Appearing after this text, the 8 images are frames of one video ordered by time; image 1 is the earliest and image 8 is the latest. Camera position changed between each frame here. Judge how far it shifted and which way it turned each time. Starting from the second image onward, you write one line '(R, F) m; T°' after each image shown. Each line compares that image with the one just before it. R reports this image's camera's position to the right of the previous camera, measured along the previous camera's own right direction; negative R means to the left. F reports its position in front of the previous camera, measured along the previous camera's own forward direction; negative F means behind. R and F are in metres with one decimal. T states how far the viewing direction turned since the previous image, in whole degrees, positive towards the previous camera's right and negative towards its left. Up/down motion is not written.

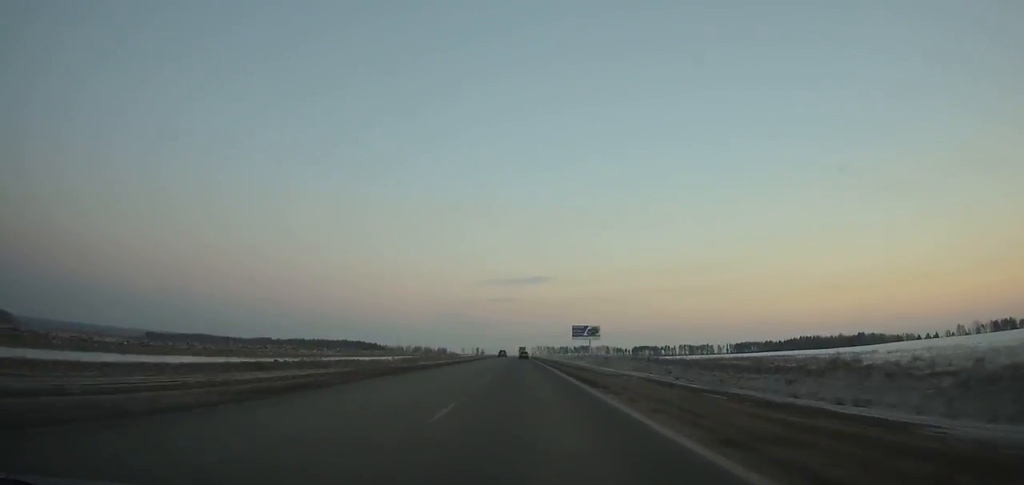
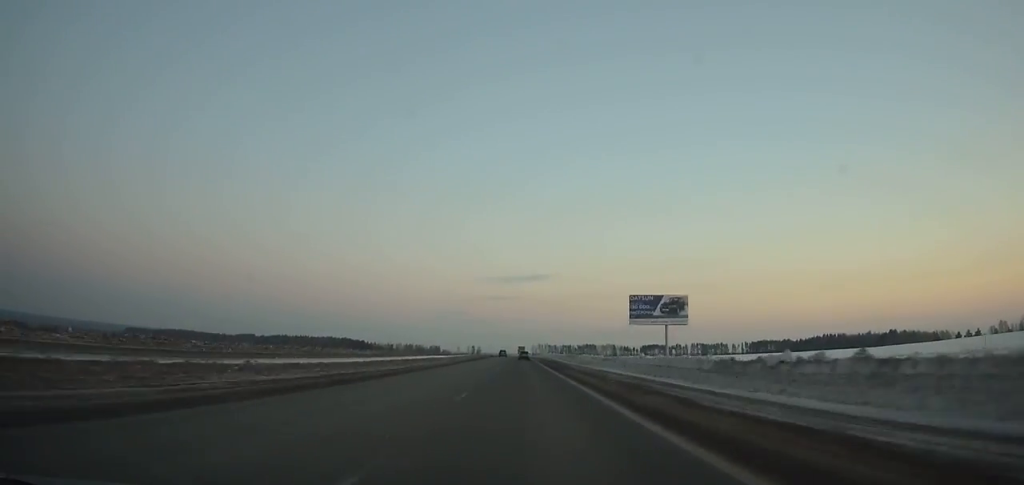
(0.0, +66.8) m; 0°
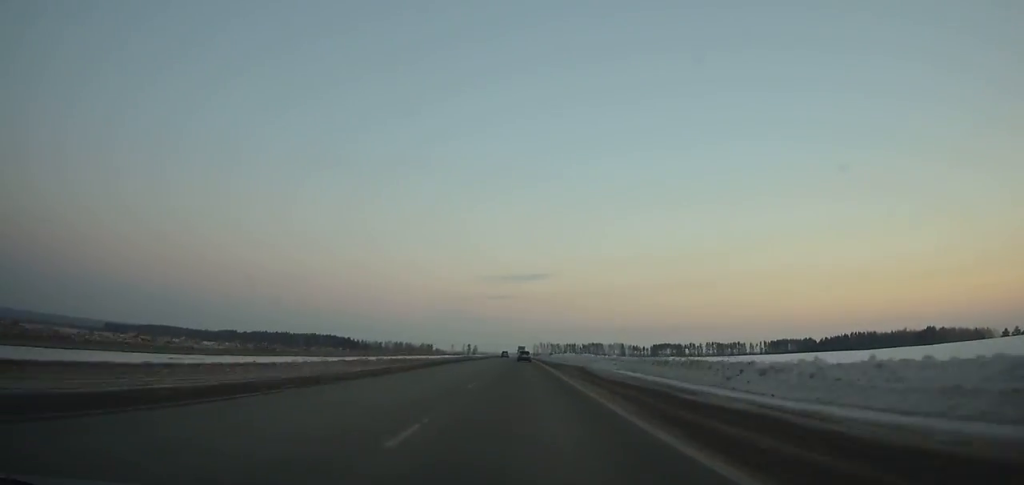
(0.0, +67.0) m; 0°
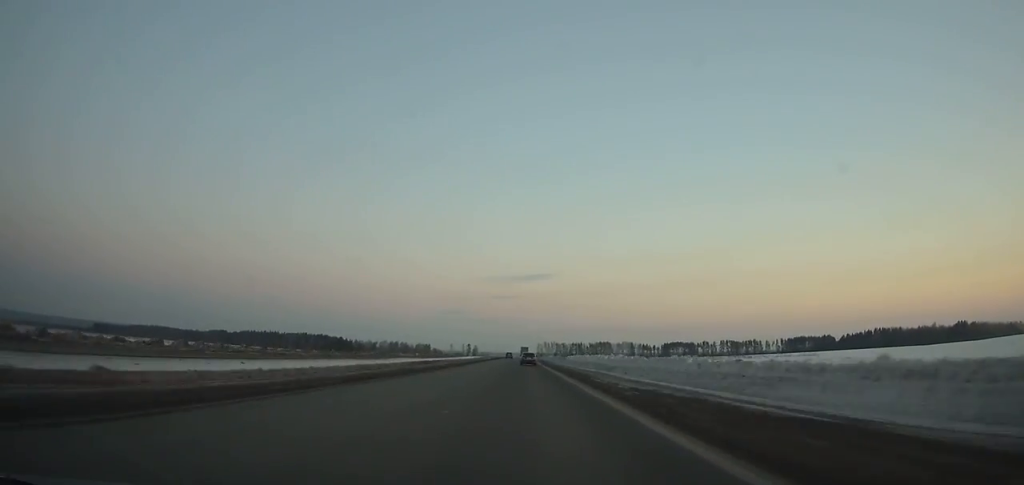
(+0.1, +45.7) m; 0°
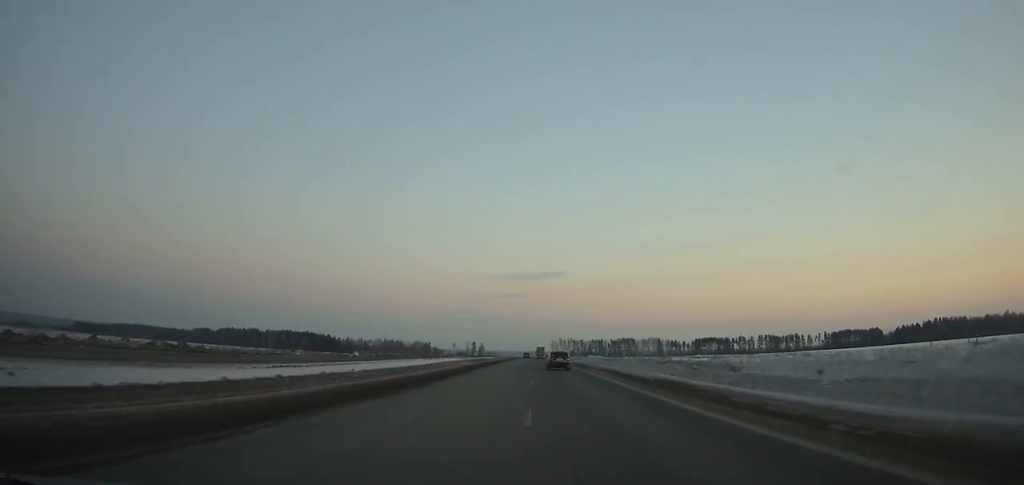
(-0.6, +87.7) m; 0°
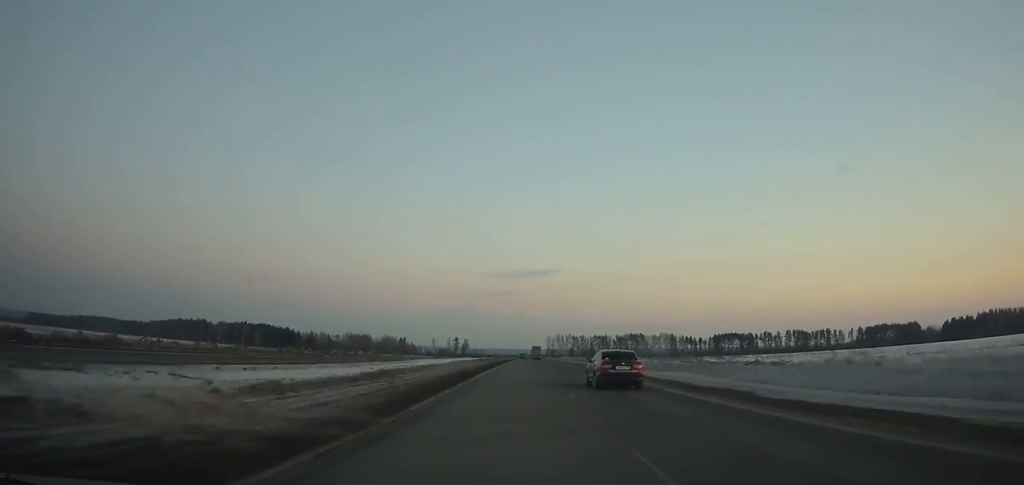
(+0.5, +89.7) m; +1°
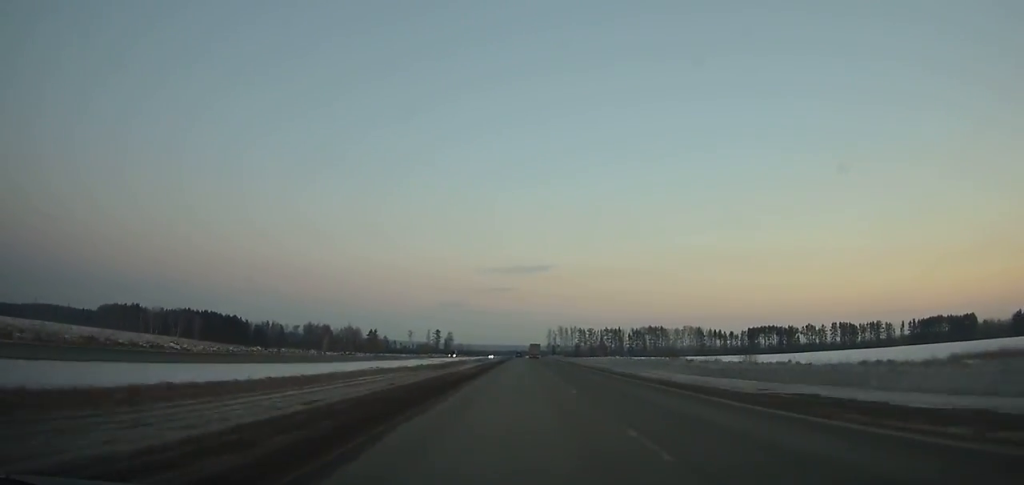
(+0.5, +93.8) m; +1°
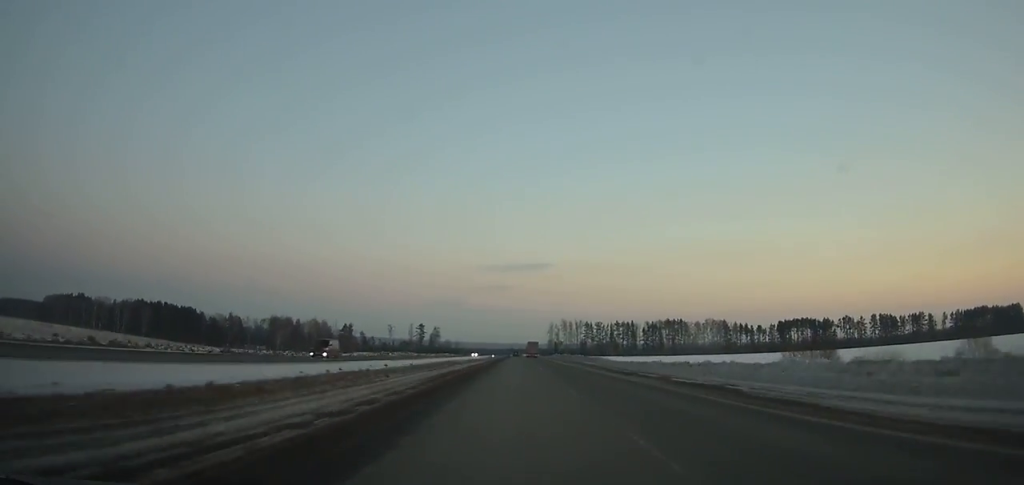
(0.0, +59.9) m; 0°
